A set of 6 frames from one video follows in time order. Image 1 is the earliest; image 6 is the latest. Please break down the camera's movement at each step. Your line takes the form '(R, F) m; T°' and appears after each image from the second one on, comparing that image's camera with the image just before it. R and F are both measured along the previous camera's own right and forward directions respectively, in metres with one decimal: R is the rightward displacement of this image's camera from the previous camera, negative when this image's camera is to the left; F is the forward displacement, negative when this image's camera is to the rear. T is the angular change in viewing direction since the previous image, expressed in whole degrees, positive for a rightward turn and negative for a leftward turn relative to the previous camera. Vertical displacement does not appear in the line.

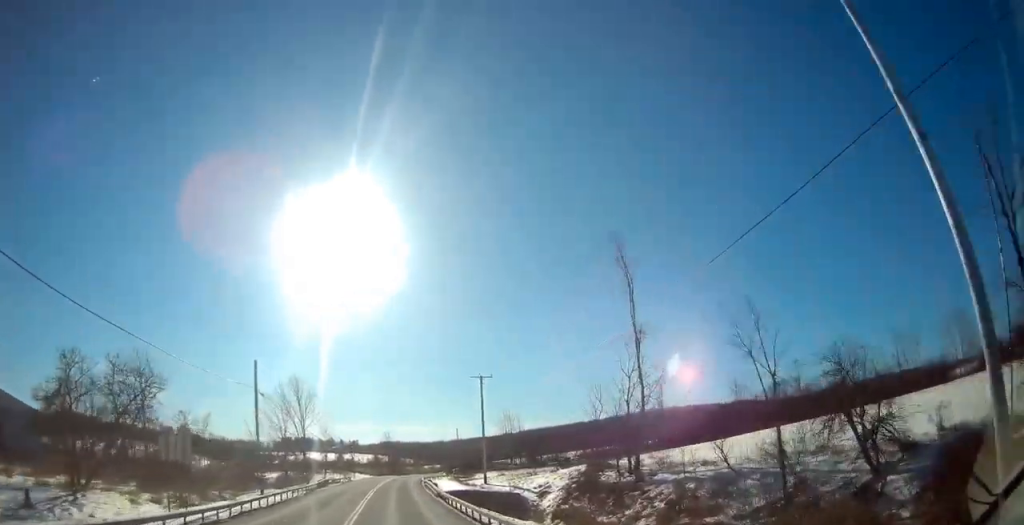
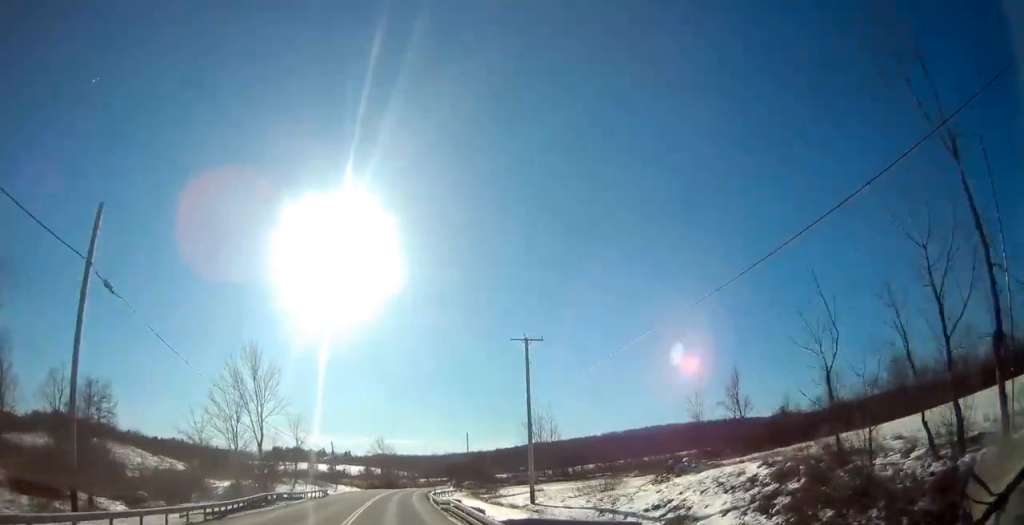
(+0.1, +23.0) m; 0°
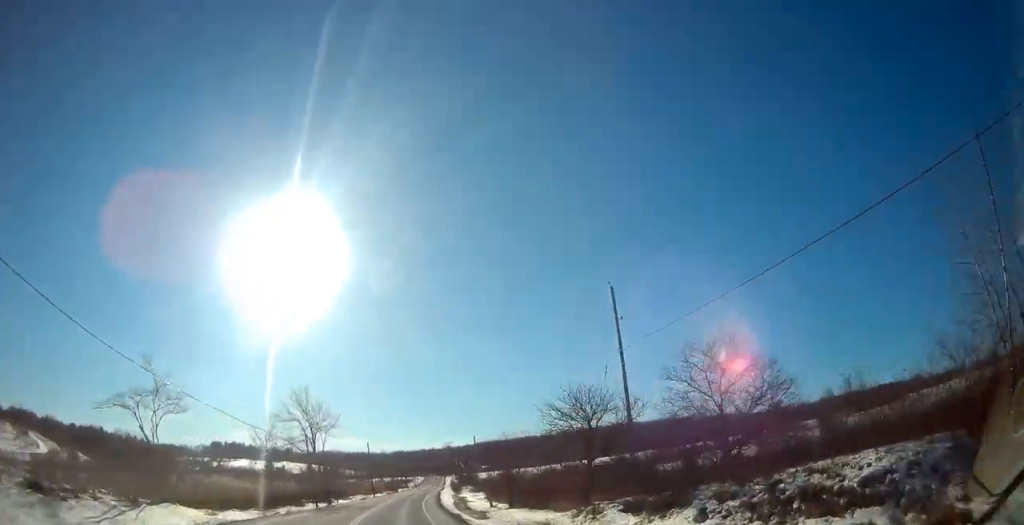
(+1.1, +73.7) m; +4°
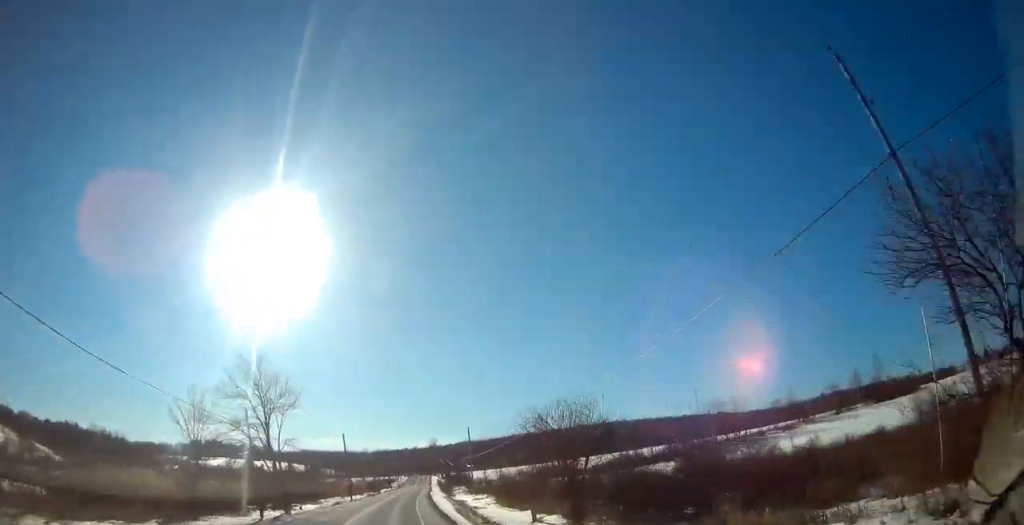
(+0.2, +16.3) m; +2°
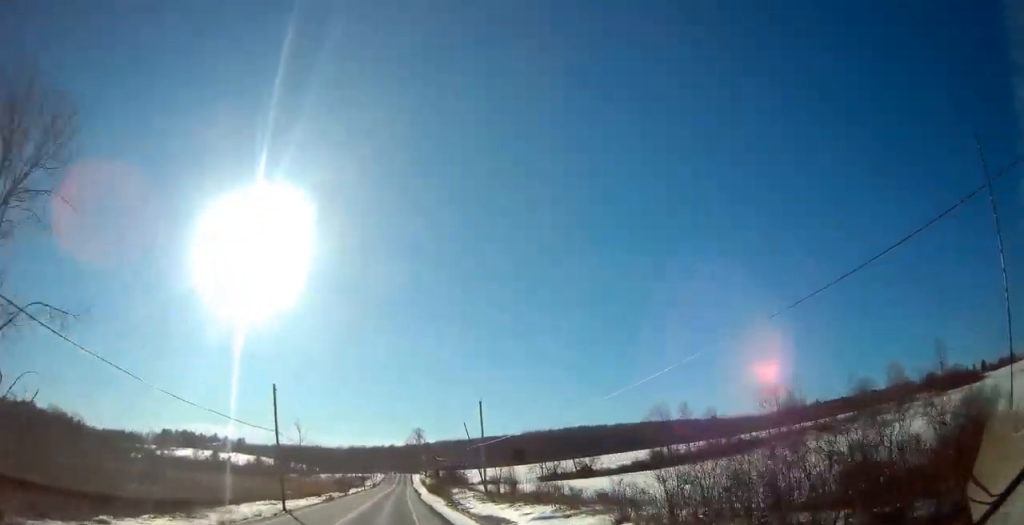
(+1.1, +34.3) m; +3°
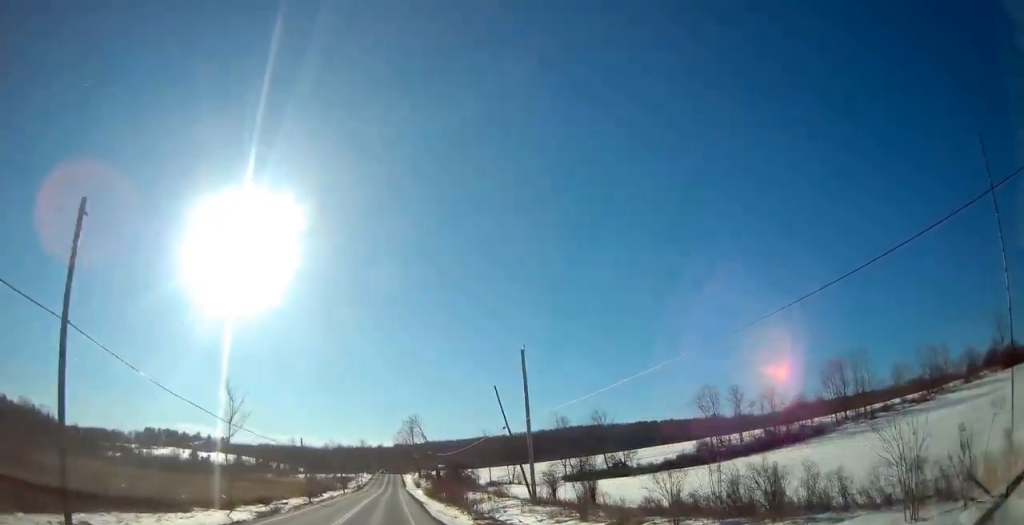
(+0.5, +26.6) m; +2°
